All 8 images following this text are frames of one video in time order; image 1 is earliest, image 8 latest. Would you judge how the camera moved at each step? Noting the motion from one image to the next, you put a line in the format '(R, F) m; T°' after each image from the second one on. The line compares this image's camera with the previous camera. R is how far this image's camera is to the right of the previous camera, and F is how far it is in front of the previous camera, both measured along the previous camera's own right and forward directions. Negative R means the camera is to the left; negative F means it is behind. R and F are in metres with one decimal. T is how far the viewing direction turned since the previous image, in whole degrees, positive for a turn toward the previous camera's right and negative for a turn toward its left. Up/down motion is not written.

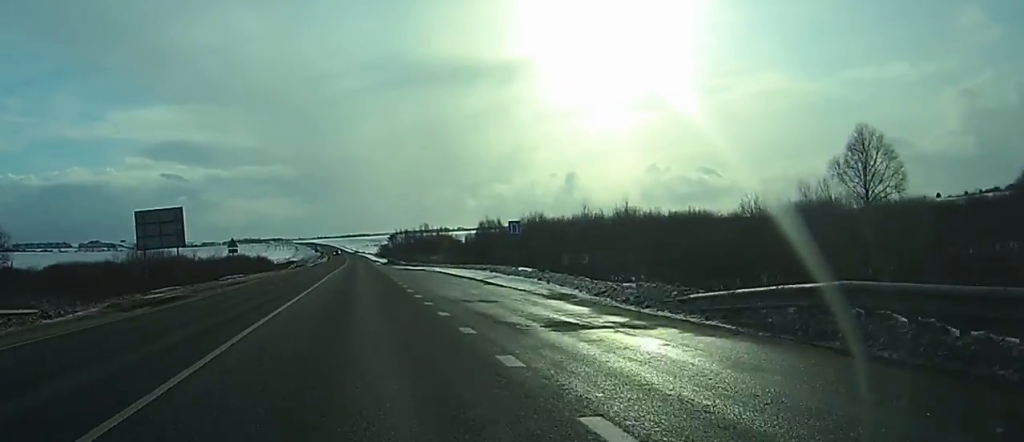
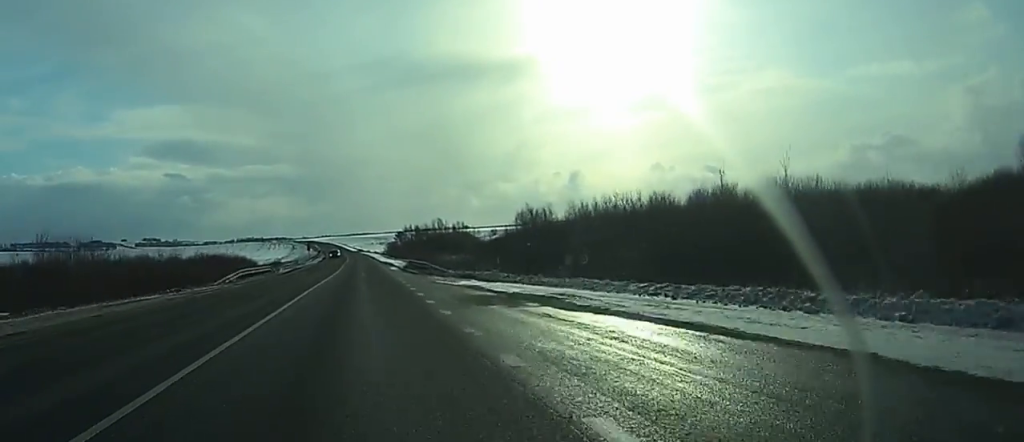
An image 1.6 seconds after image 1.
(+0.1, +43.8) m; 0°
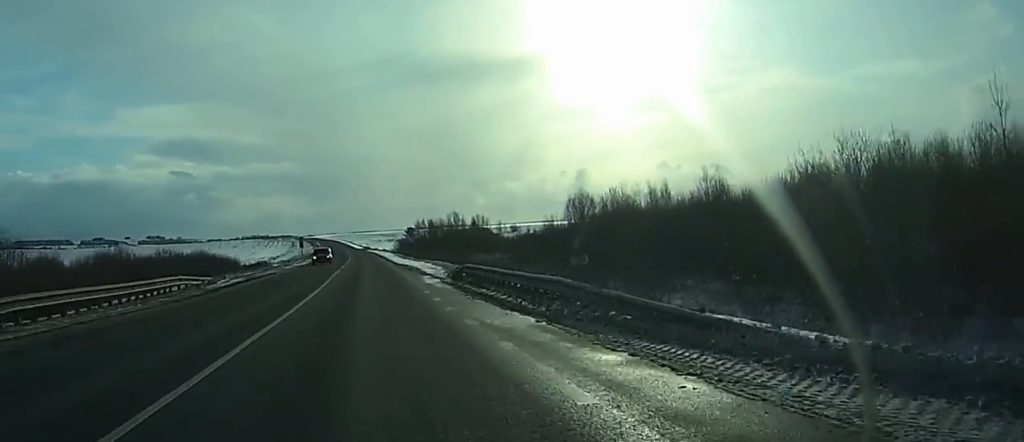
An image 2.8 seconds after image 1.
(+0.1, +33.9) m; 0°
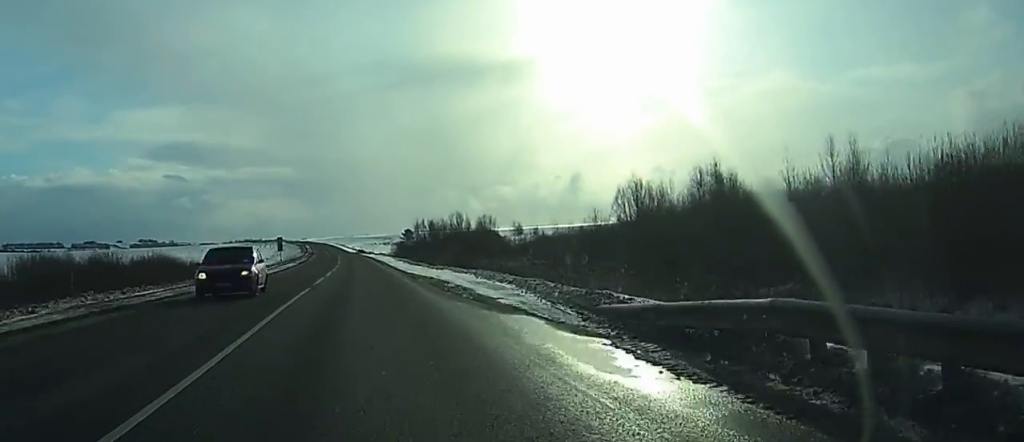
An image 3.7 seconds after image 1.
(0.0, +25.7) m; 0°
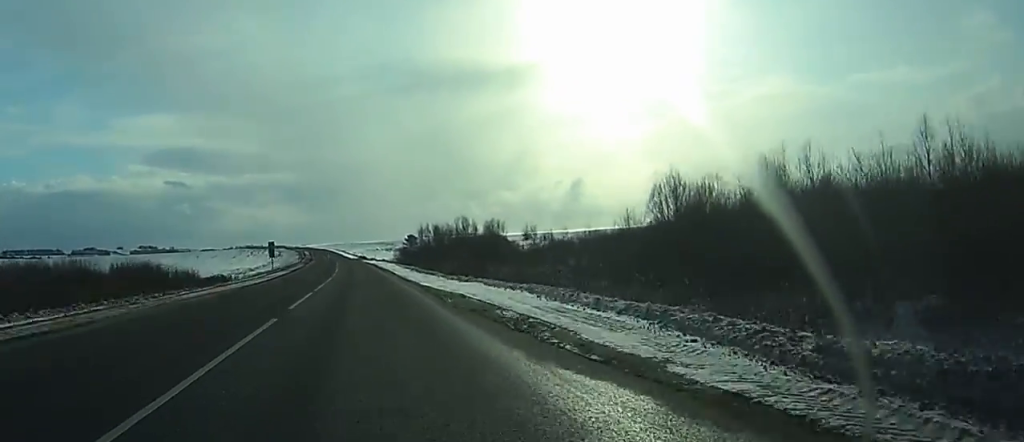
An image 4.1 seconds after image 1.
(0.0, +11.5) m; 0°
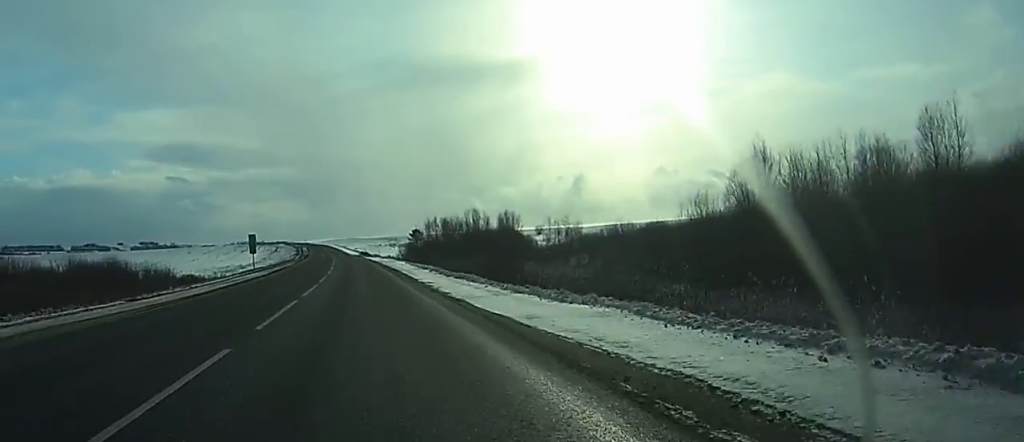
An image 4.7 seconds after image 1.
(0.0, +18.3) m; 0°
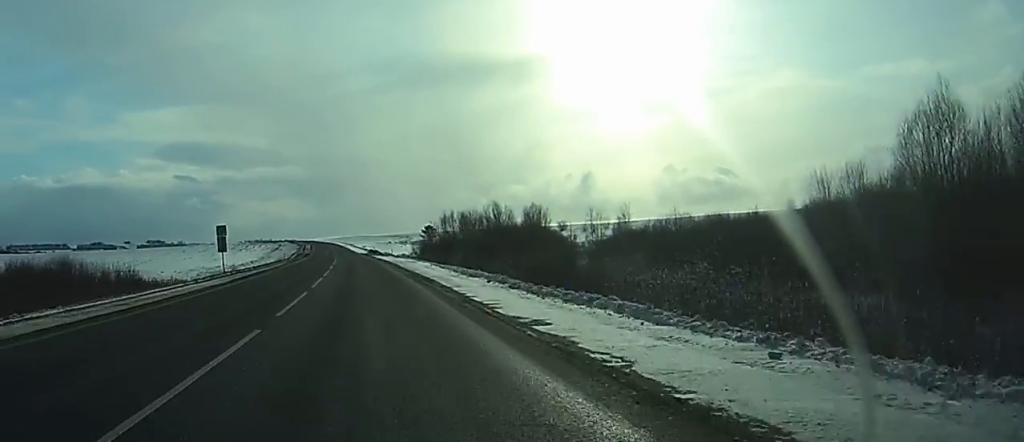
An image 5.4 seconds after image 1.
(0.0, +21.3) m; 0°
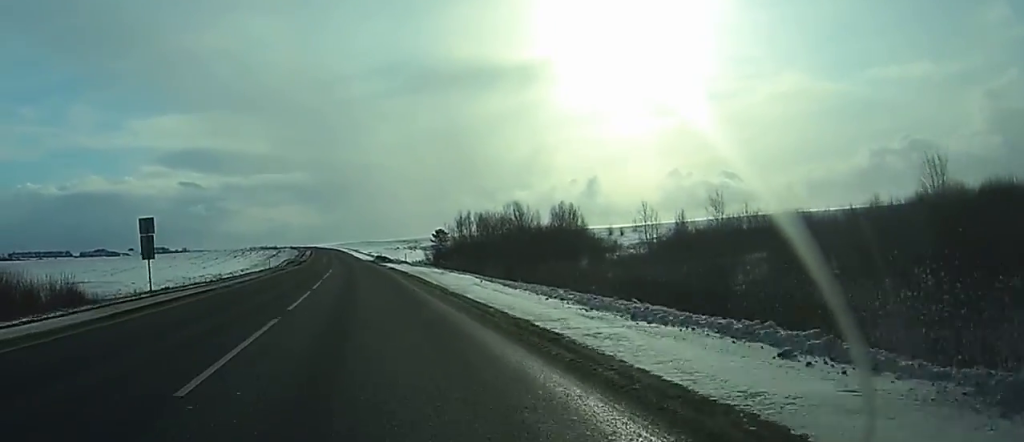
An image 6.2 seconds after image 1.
(+0.1, +21.5) m; -1°
